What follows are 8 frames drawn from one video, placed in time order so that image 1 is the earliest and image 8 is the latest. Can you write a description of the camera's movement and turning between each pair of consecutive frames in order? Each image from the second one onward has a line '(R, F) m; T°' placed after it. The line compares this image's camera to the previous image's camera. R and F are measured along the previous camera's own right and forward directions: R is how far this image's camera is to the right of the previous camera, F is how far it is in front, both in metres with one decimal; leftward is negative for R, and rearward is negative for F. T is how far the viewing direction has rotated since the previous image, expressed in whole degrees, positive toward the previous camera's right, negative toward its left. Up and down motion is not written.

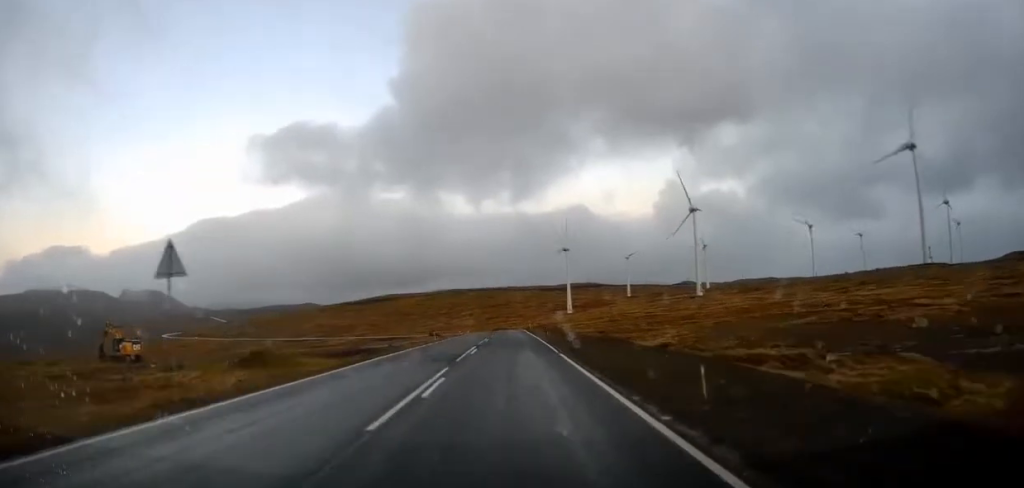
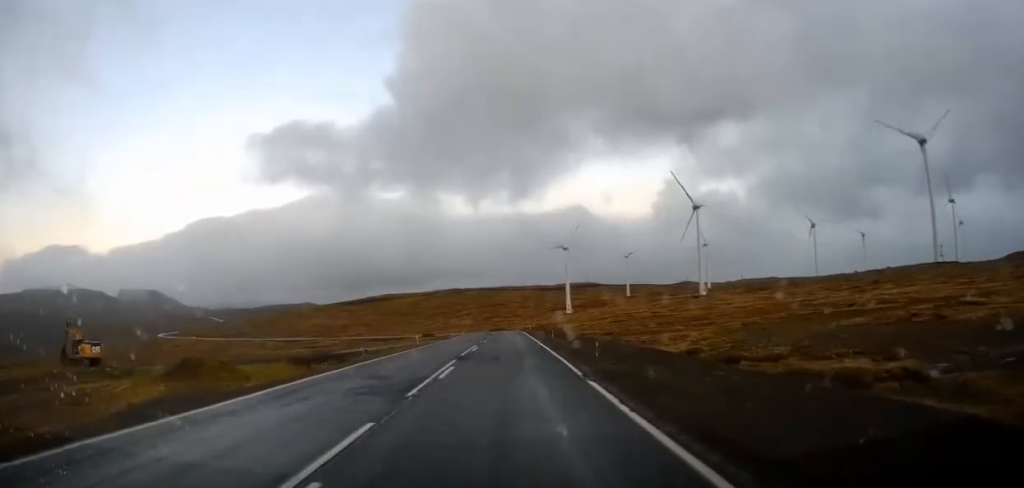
(-0.1, +8.6) m; 0°
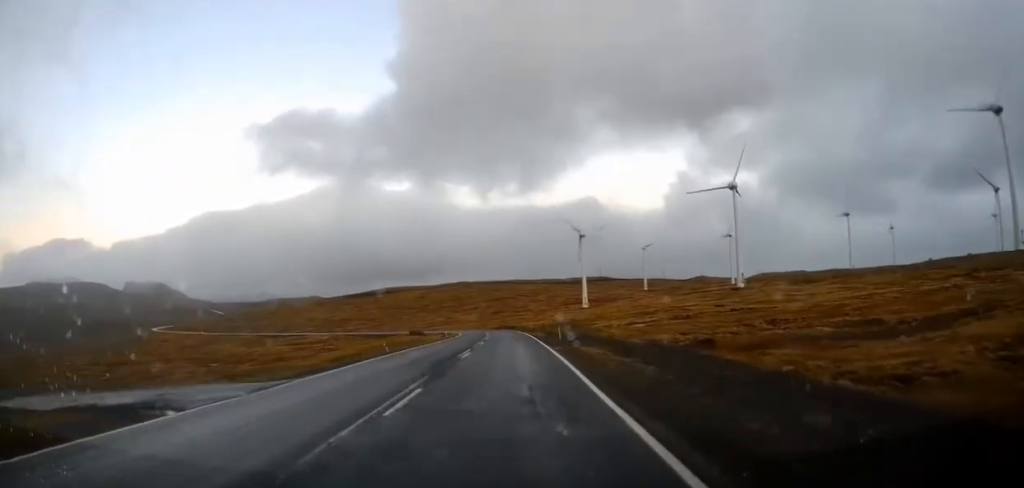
(+0.1, +42.2) m; 0°
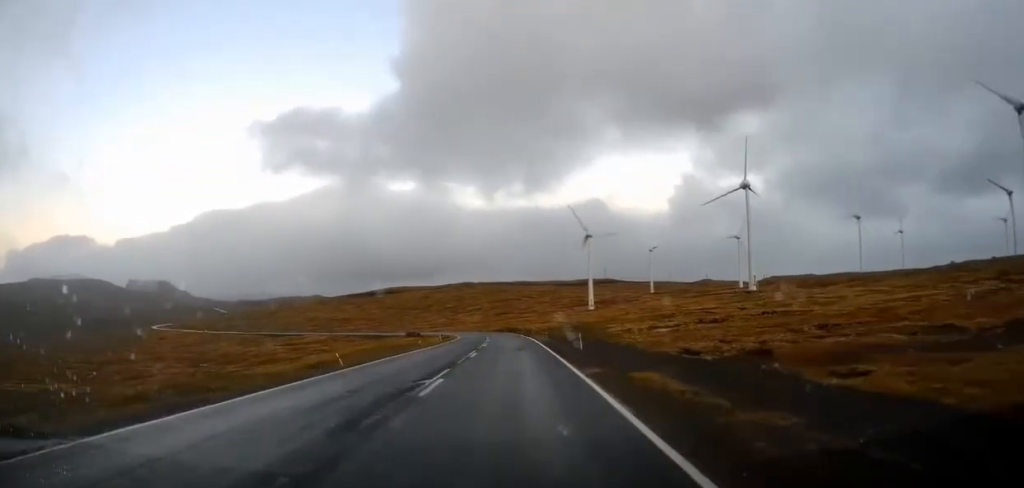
(0.0, +9.7) m; -1°
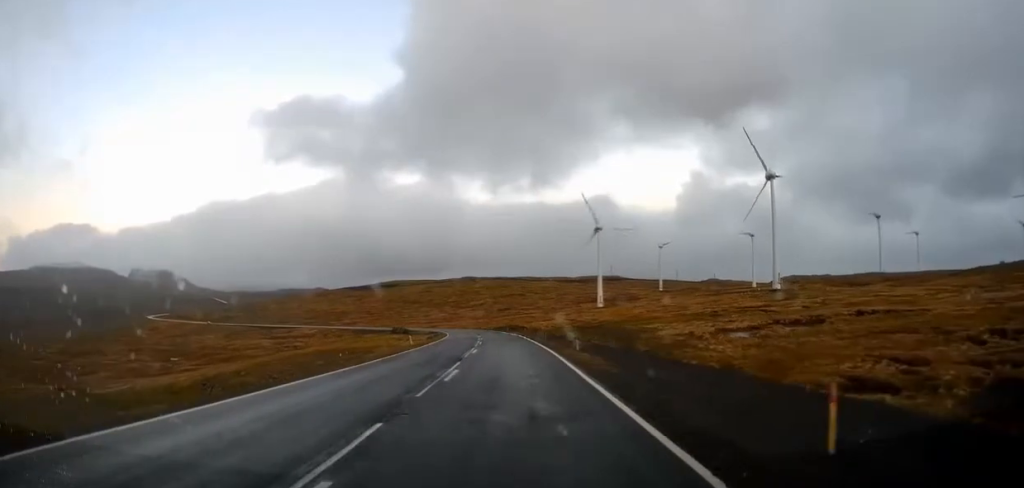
(-0.3, +21.0) m; -1°
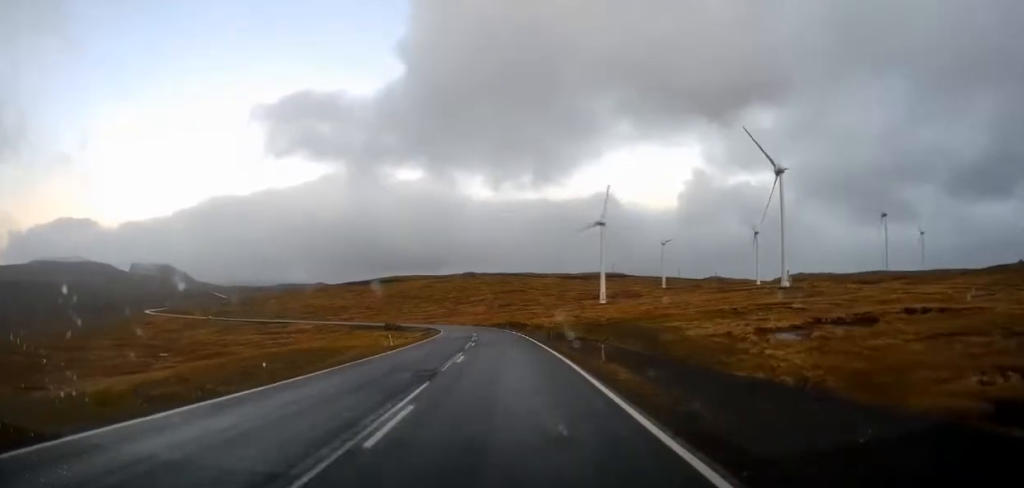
(0.0, +7.4) m; 0°
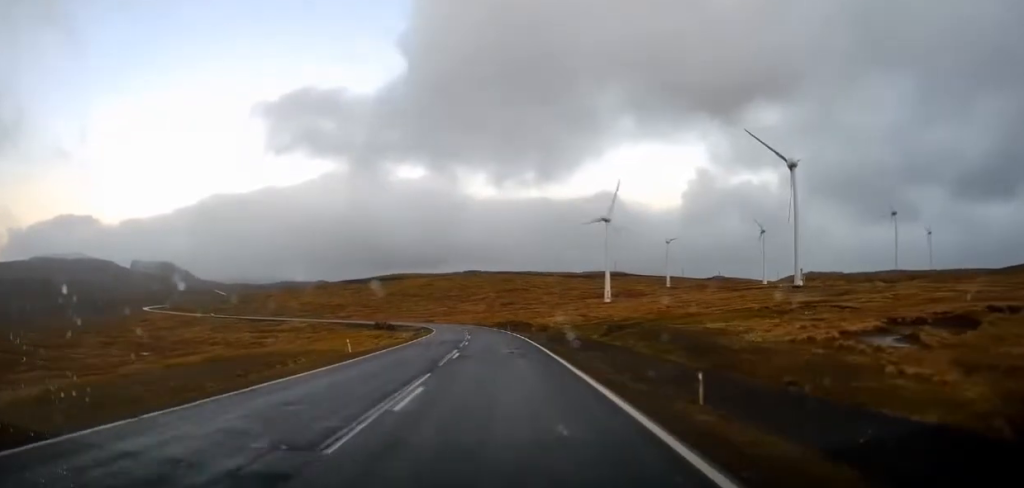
(0.0, +9.8) m; 0°
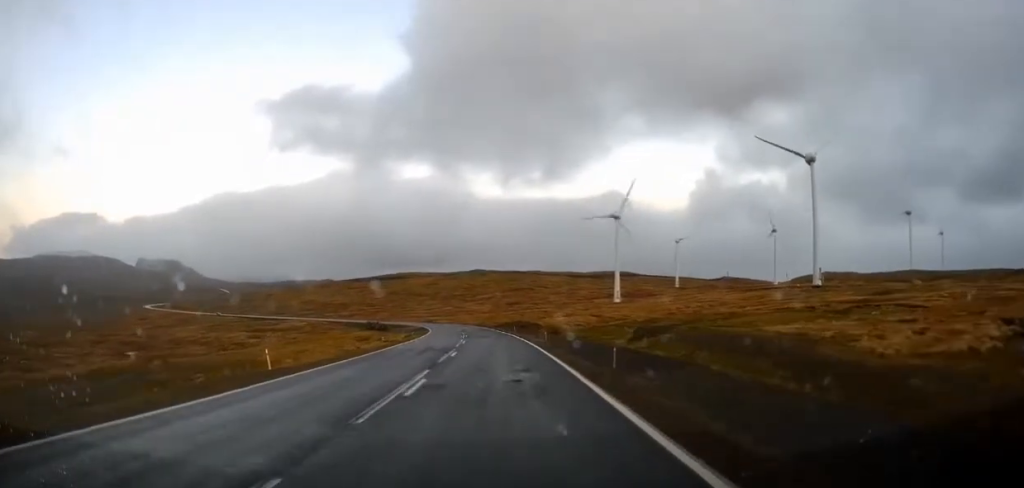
(0.0, +9.8) m; 0°
